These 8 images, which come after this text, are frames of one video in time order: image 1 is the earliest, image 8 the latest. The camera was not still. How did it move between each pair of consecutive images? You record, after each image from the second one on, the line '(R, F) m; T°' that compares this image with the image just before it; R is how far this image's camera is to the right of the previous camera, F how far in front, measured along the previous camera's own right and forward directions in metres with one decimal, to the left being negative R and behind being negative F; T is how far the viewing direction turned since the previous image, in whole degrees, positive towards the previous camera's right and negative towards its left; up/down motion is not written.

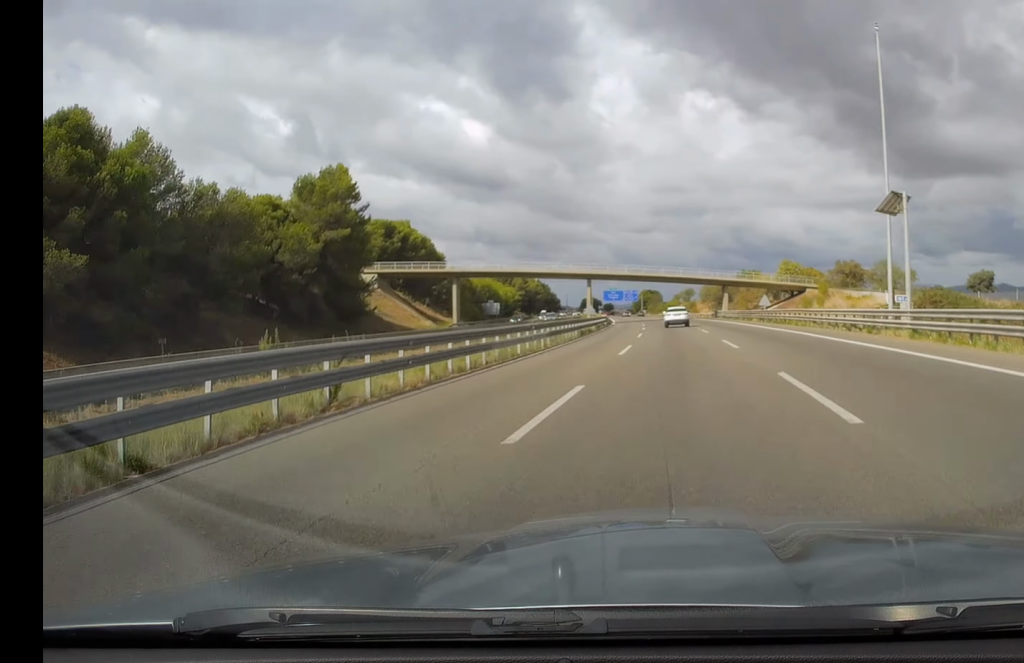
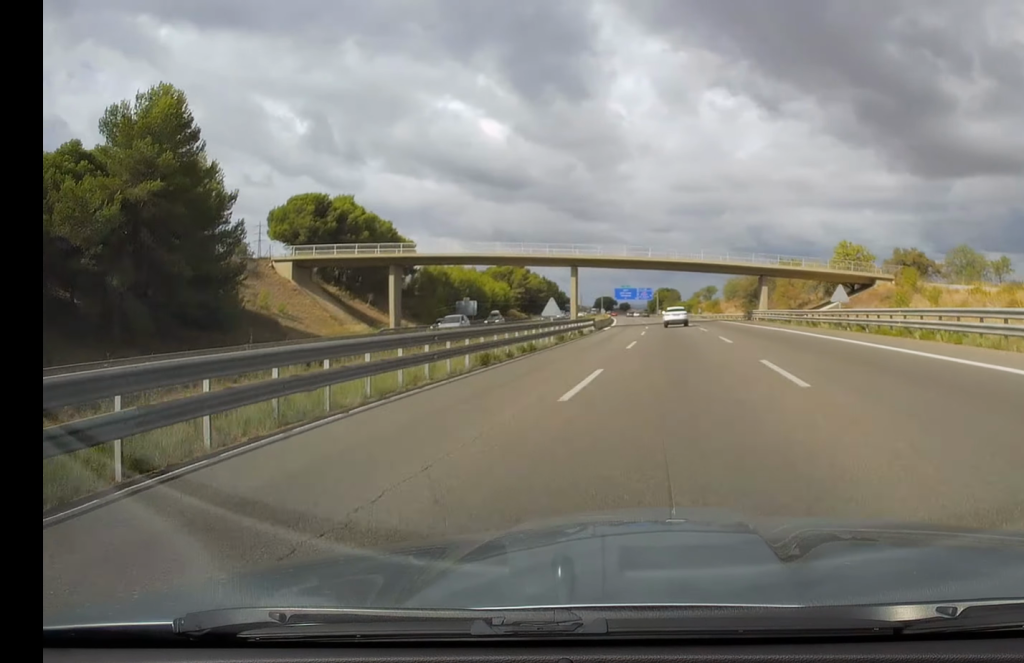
(-0.4, +30.3) m; -2°
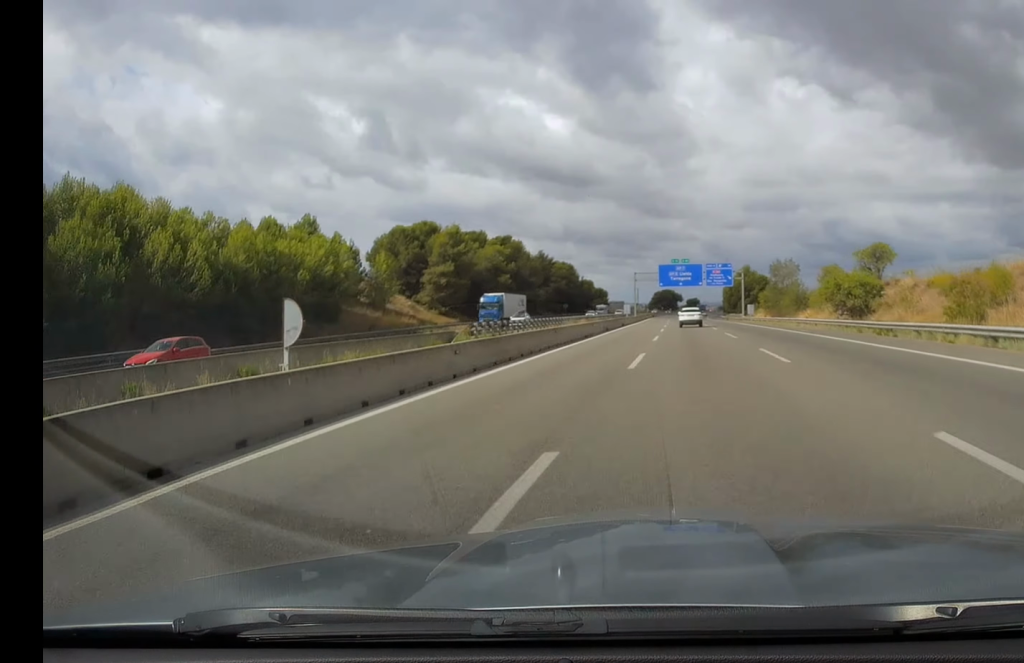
(-7.2, +129.3) m; -5°
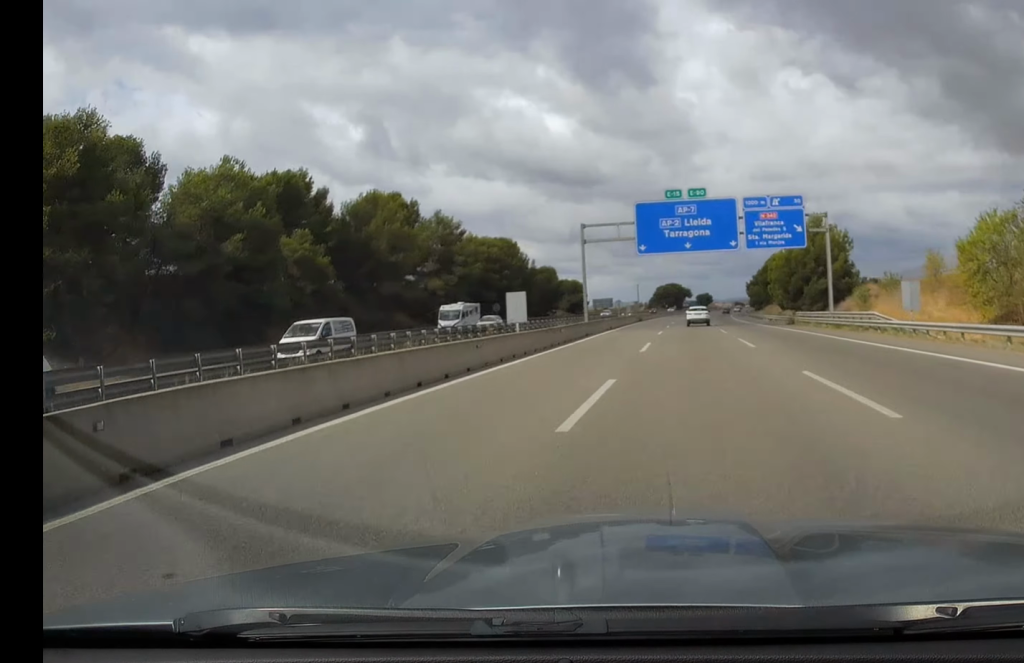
(-1.2, +77.6) m; -1°
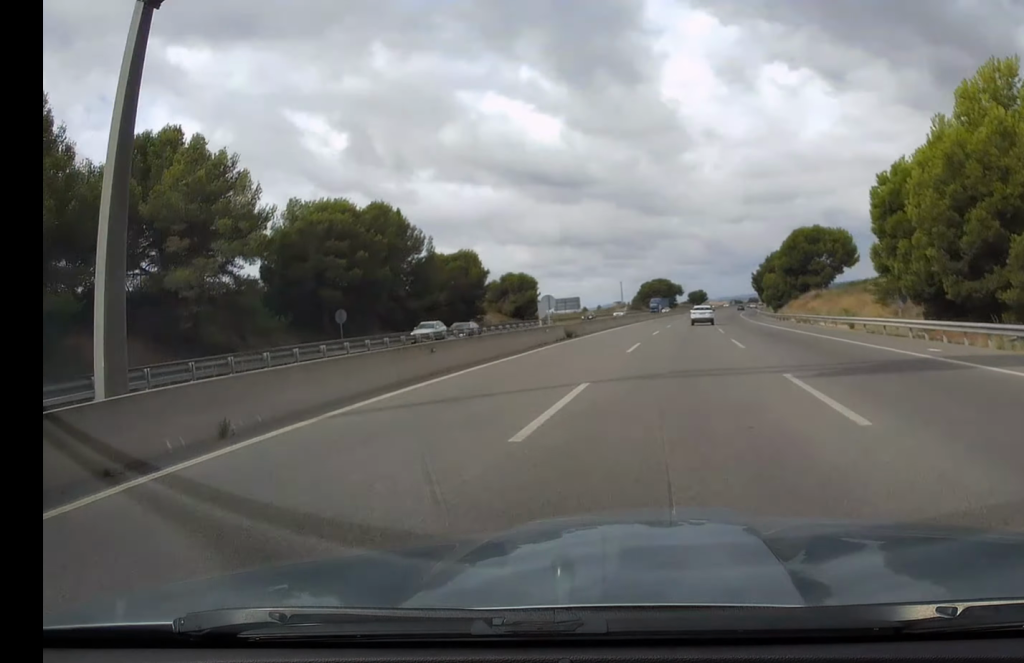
(-0.2, +51.6) m; 0°
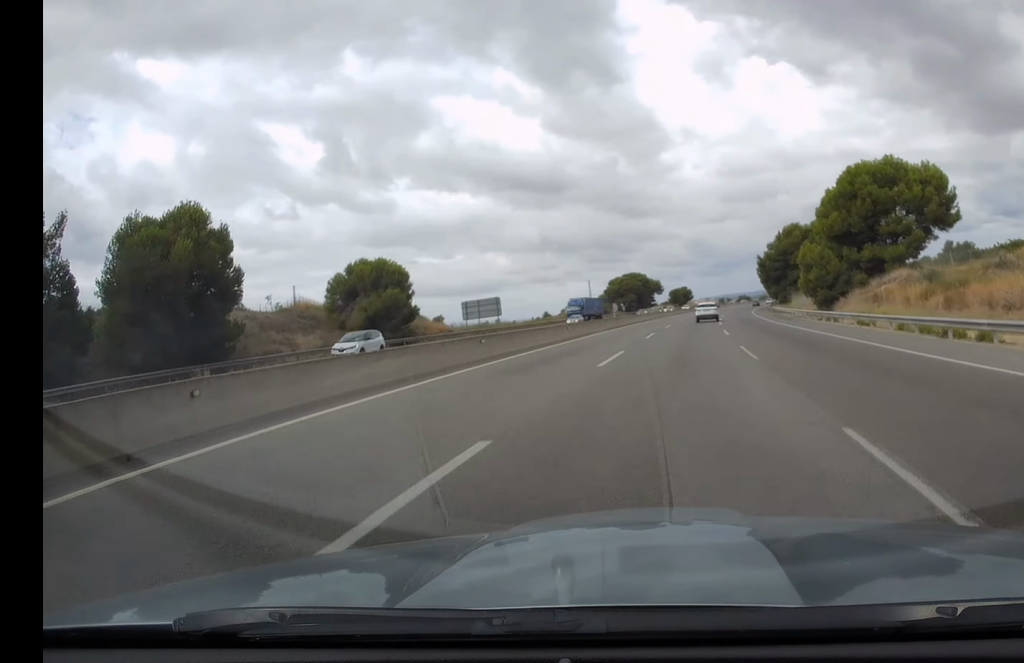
(+0.2, +57.8) m; +1°
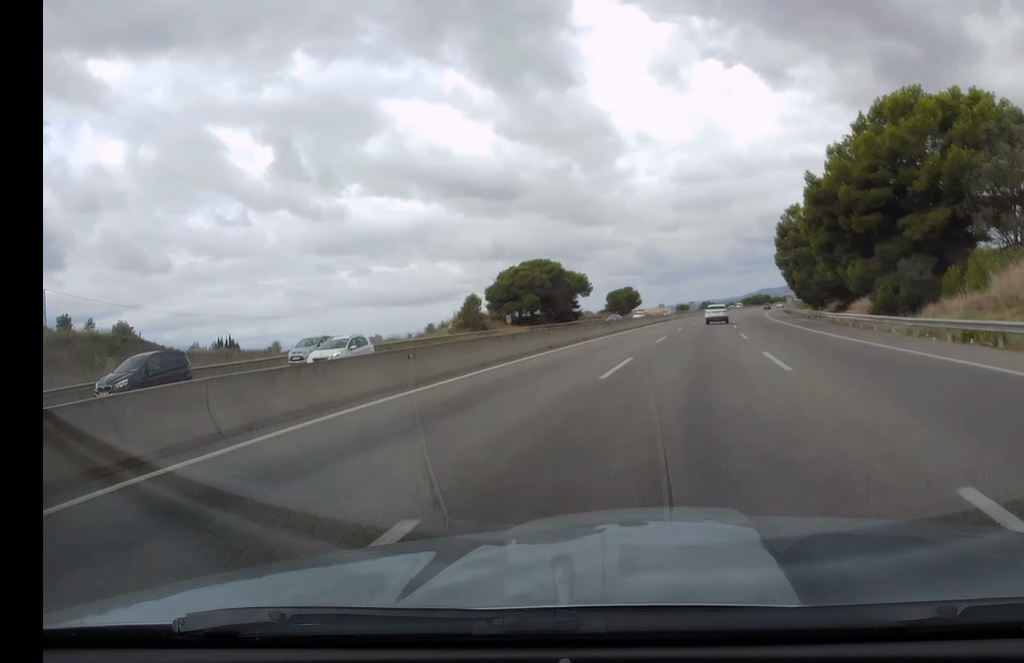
(+2.4, +88.4) m; +3°
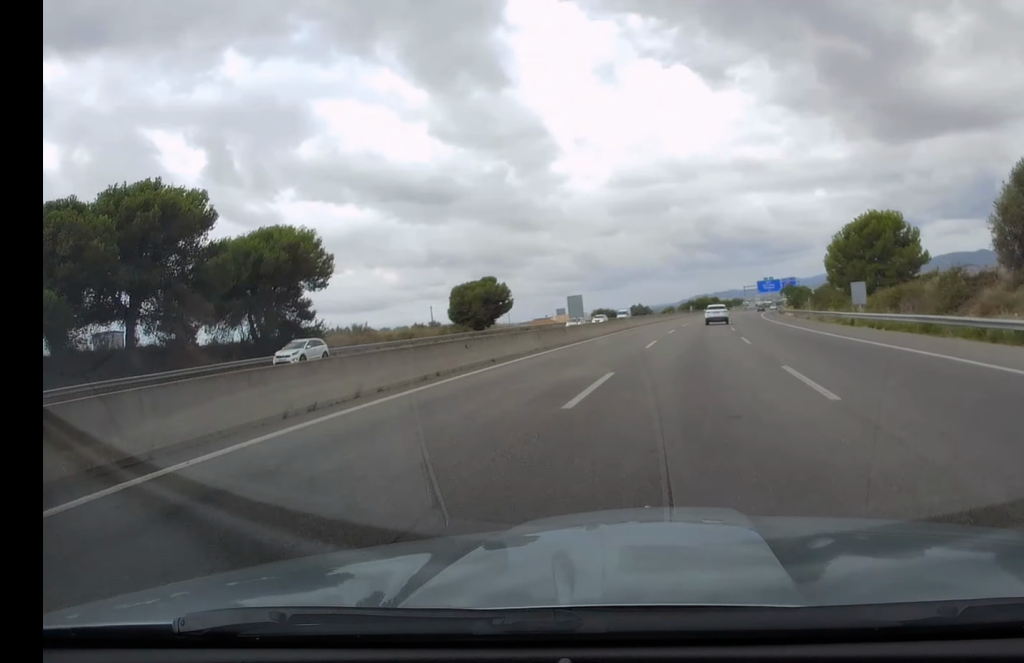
(+2.9, +89.9) m; +4°
